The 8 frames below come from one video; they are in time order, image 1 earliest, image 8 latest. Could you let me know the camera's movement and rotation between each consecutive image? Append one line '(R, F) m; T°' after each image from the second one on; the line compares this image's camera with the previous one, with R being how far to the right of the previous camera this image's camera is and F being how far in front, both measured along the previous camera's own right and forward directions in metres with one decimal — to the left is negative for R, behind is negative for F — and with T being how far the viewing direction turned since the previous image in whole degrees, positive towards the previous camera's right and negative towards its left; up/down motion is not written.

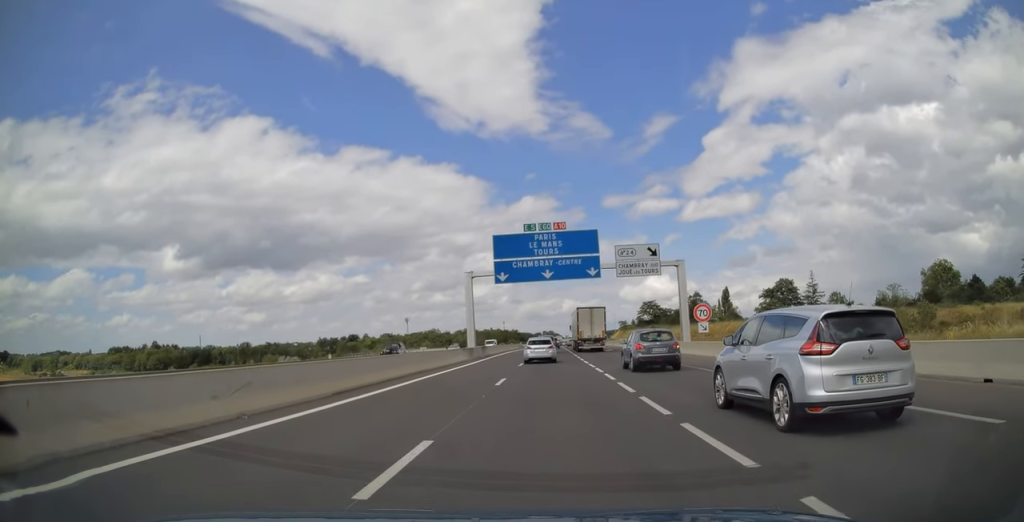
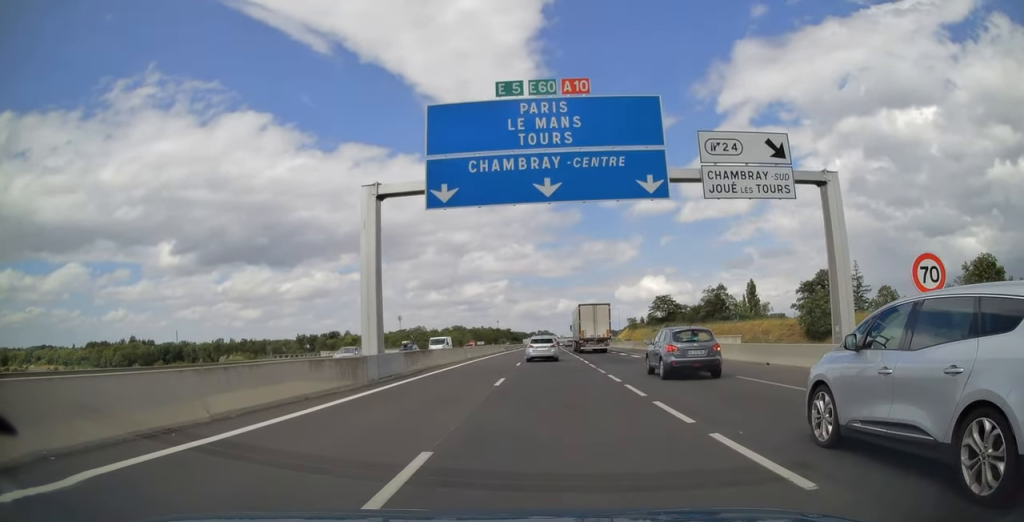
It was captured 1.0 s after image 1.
(+0.1, +26.8) m; 0°
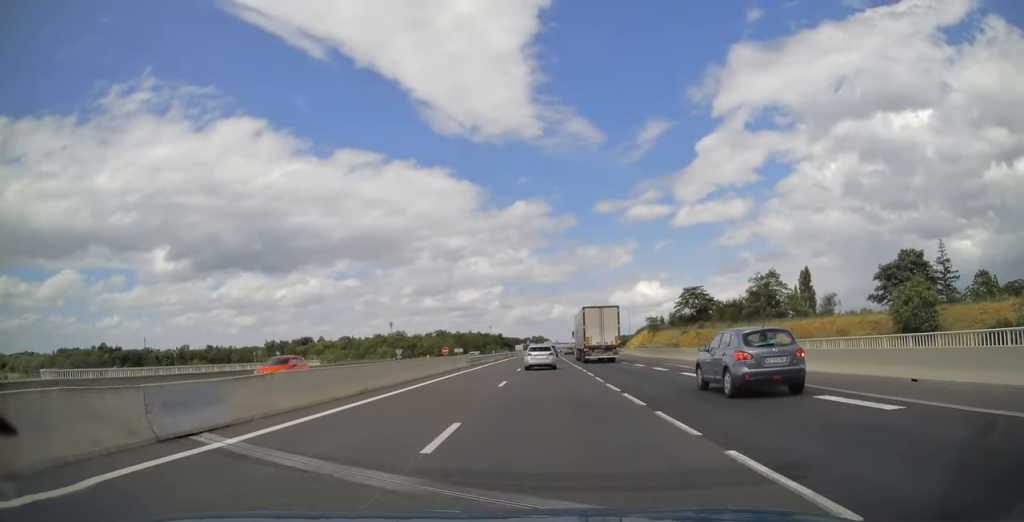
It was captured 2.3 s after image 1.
(+0.1, +35.3) m; 0°
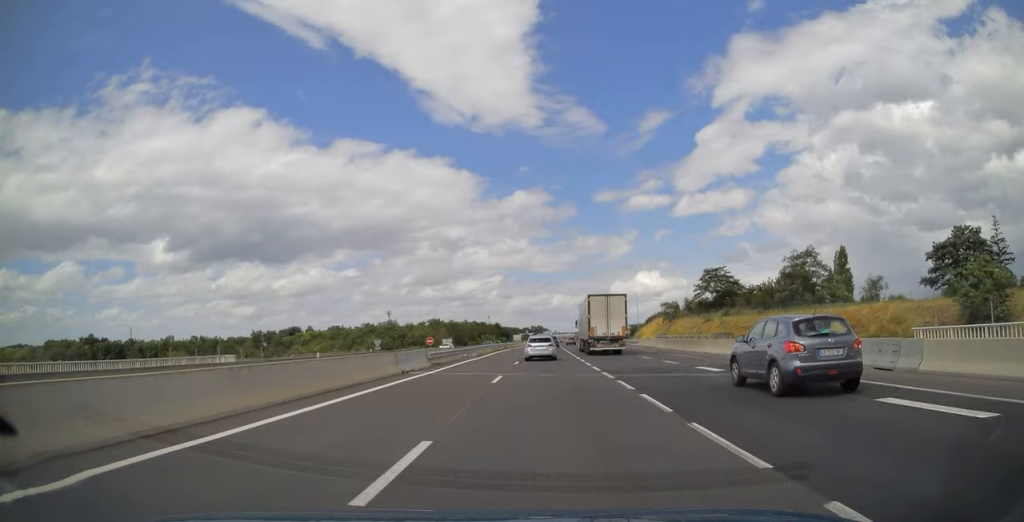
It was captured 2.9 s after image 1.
(0.0, +15.7) m; 0°
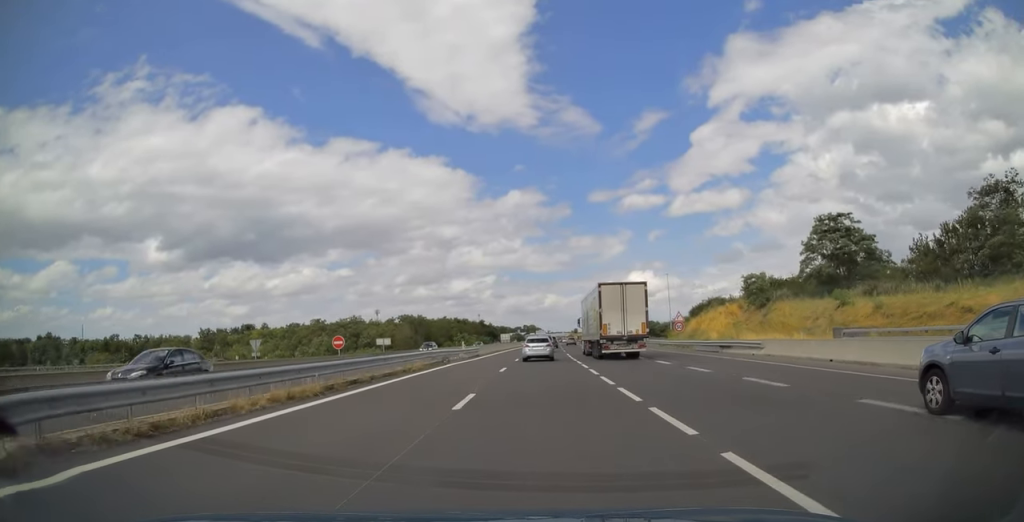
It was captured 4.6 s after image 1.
(+0.2, +45.3) m; +1°
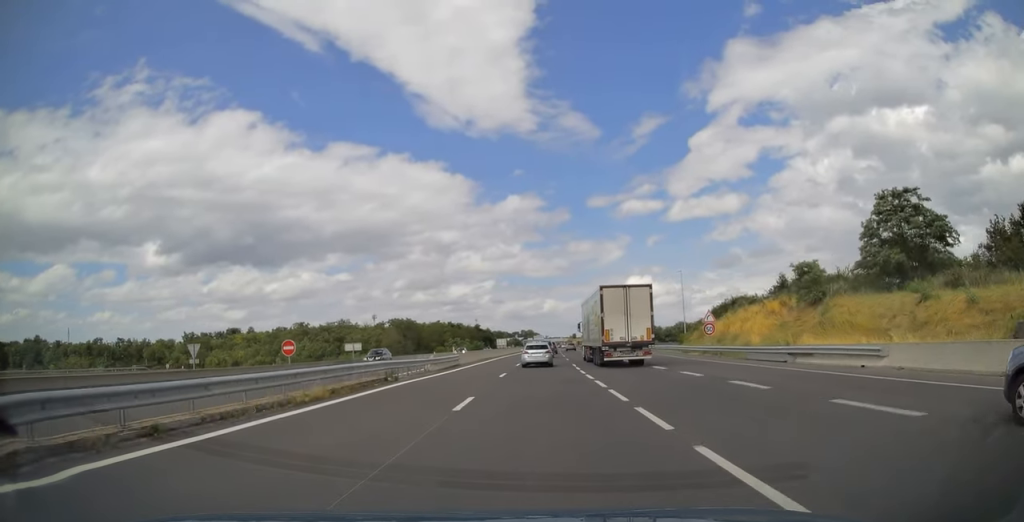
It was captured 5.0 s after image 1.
(0.0, +12.1) m; 0°
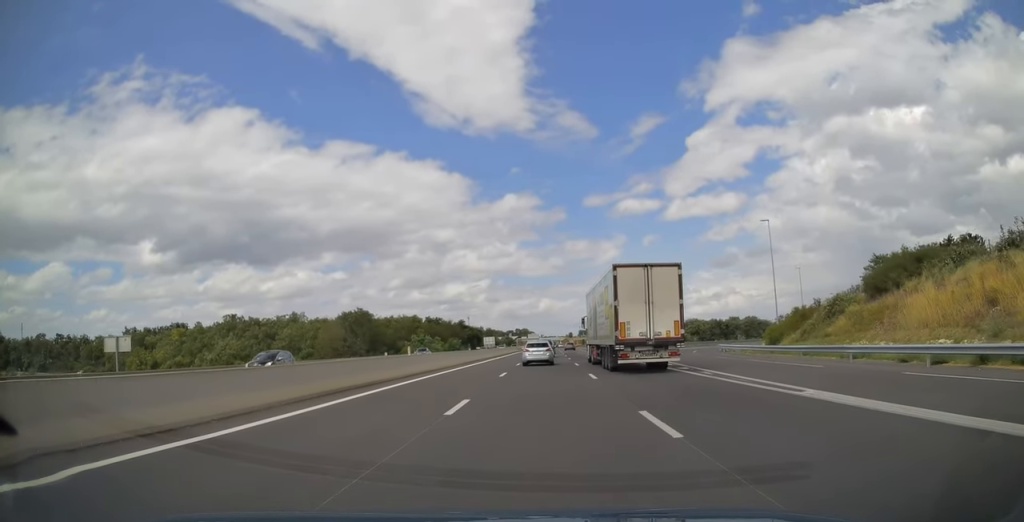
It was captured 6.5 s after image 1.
(+0.2, +39.4) m; +1°
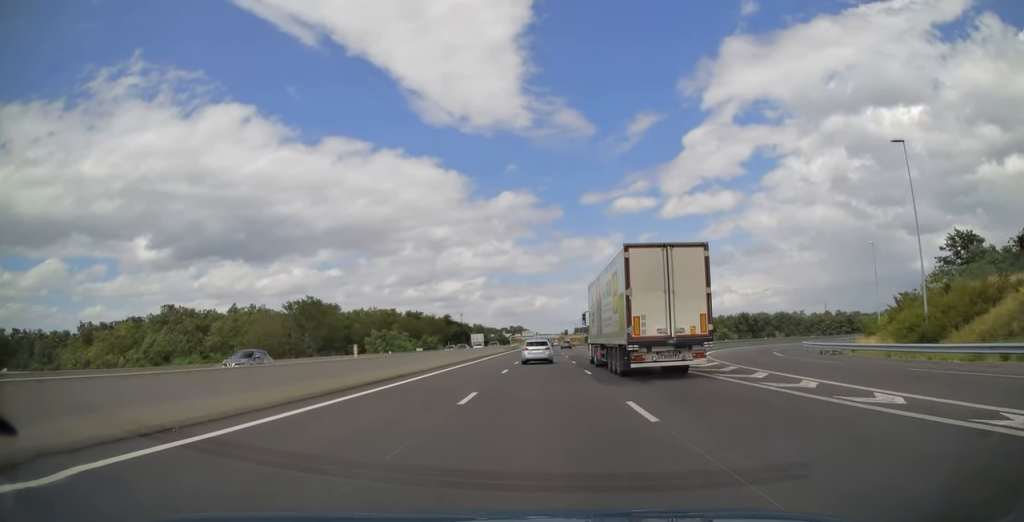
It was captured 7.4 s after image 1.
(0.0, +24.2) m; 0°
